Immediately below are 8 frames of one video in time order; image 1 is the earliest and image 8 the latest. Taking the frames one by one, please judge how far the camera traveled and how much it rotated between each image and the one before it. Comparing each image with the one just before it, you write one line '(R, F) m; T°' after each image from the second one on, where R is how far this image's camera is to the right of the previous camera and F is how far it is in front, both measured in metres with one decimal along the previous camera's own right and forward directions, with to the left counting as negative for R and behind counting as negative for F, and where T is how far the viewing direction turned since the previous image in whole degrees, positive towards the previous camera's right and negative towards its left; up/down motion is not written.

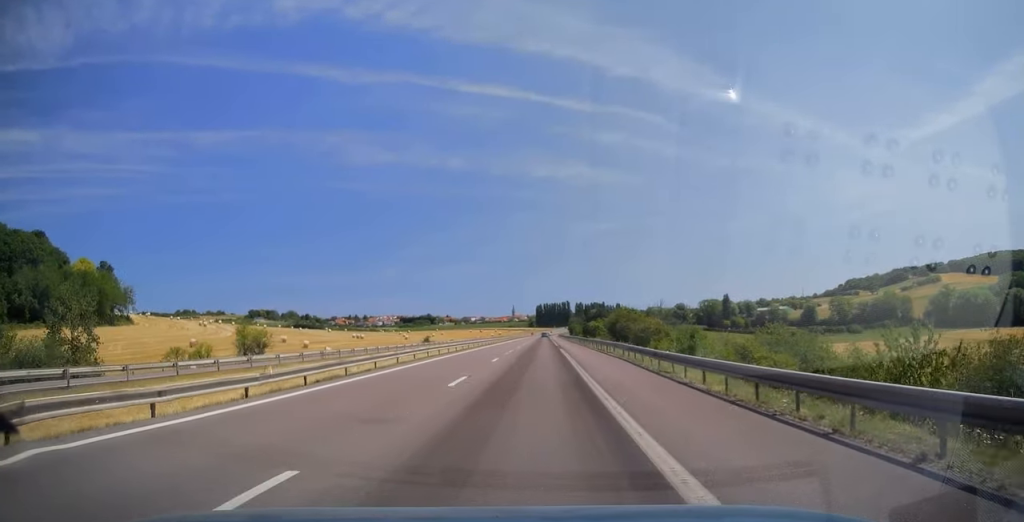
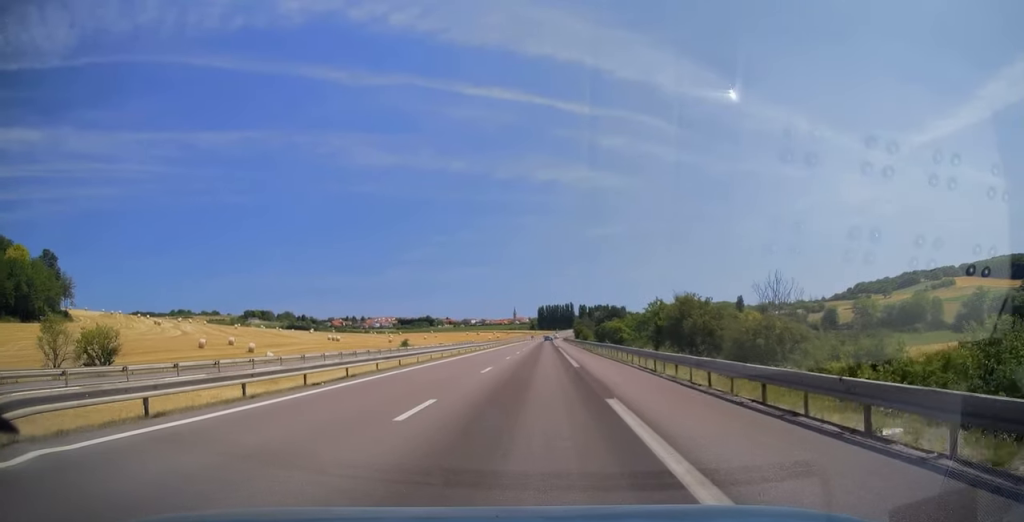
(+0.2, +32.2) m; 0°
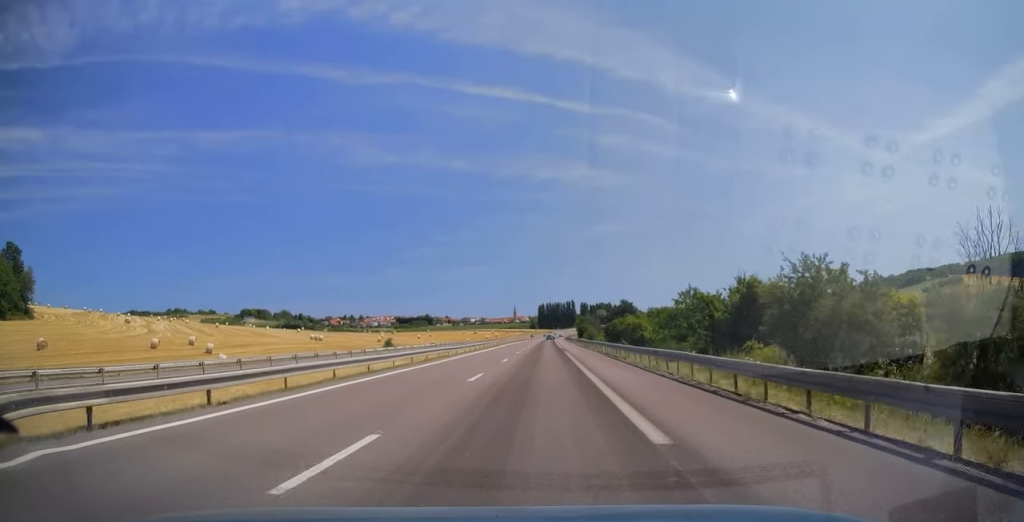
(+0.1, +17.8) m; 0°
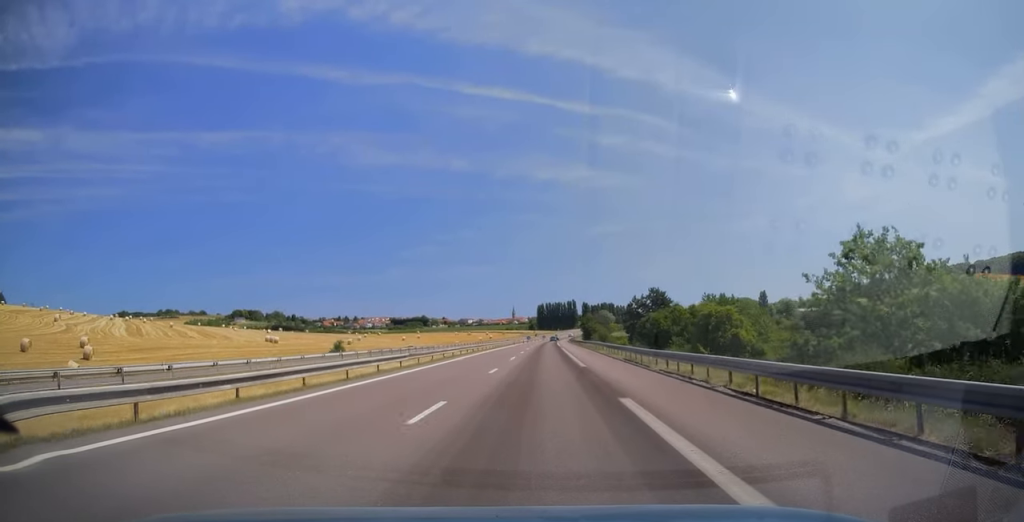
(-0.1, +34.6) m; 0°
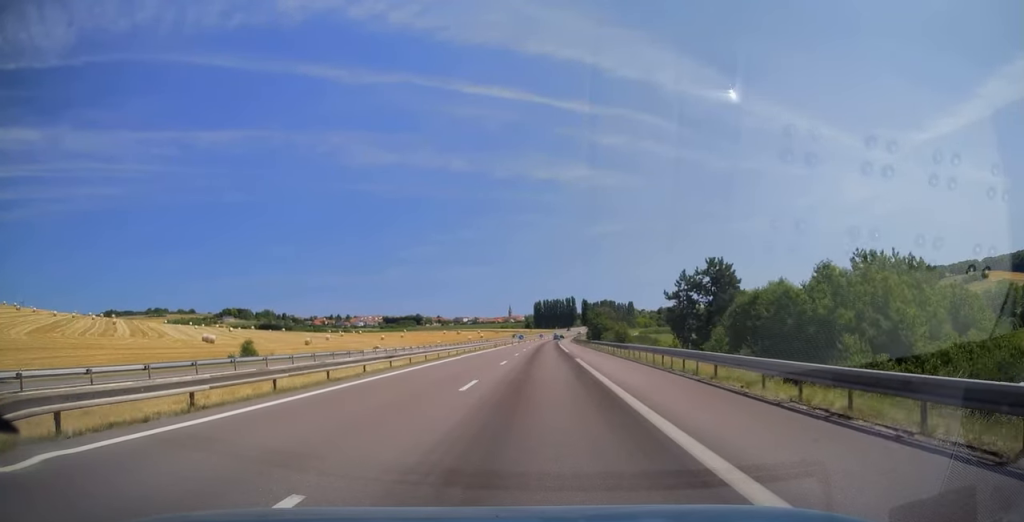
(+0.2, +33.7) m; 0°
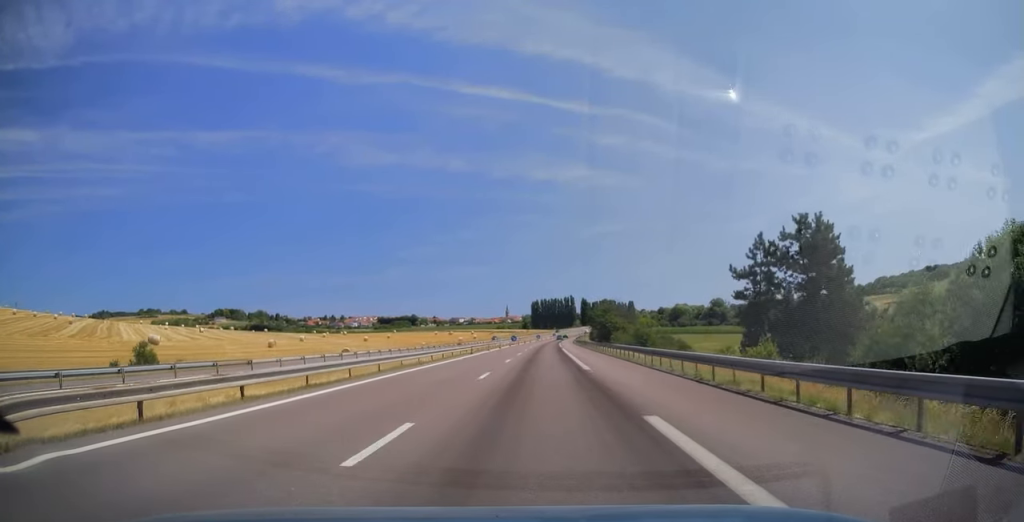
(0.0, +21.5) m; 0°
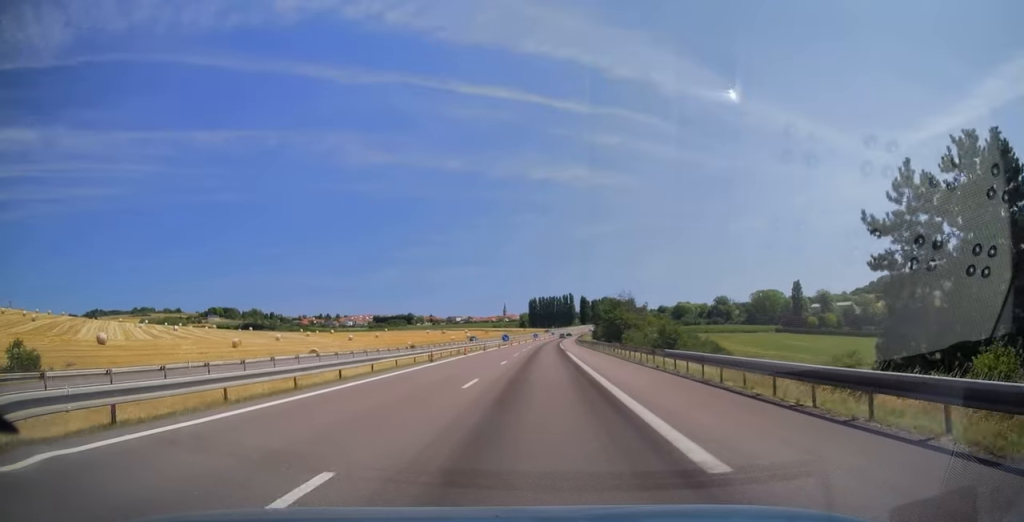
(0.0, +16.6) m; 0°
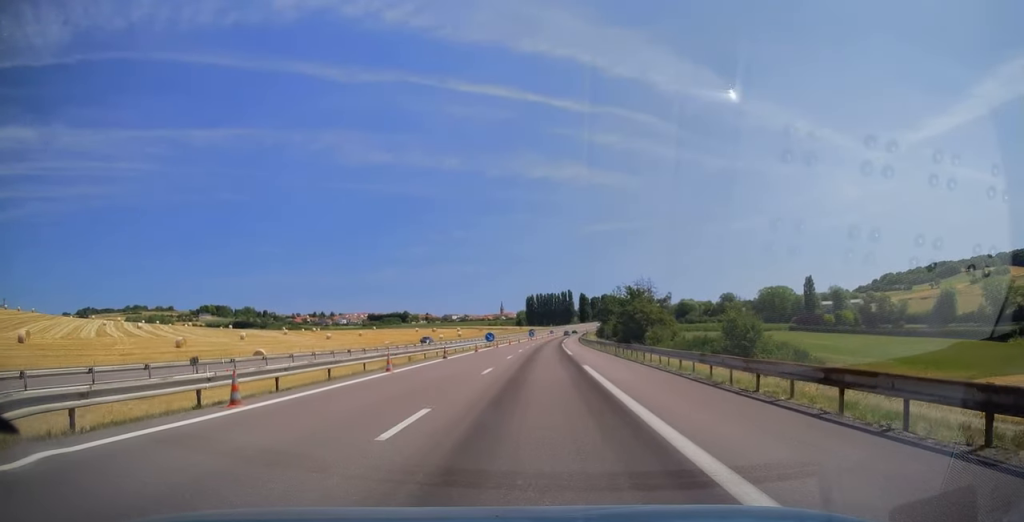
(0.0, +20.9) m; 0°
